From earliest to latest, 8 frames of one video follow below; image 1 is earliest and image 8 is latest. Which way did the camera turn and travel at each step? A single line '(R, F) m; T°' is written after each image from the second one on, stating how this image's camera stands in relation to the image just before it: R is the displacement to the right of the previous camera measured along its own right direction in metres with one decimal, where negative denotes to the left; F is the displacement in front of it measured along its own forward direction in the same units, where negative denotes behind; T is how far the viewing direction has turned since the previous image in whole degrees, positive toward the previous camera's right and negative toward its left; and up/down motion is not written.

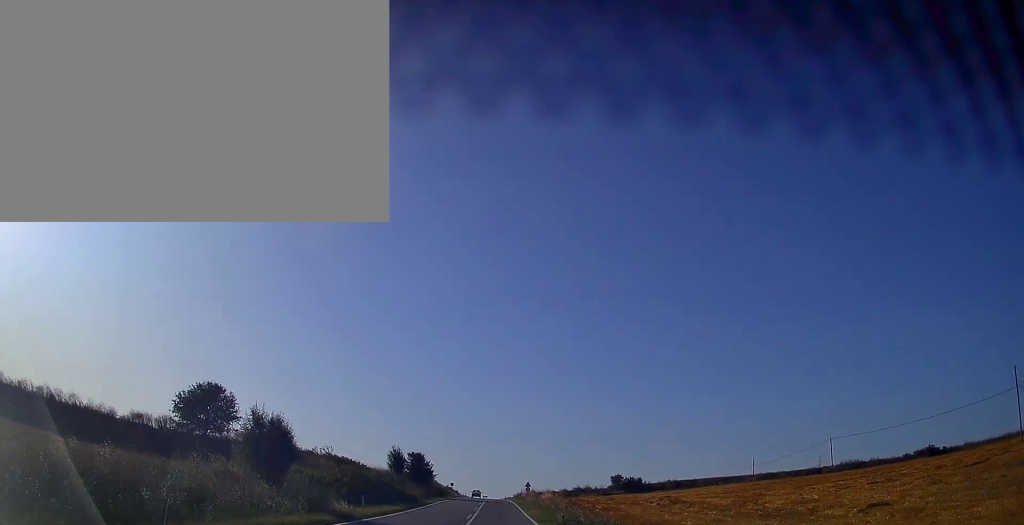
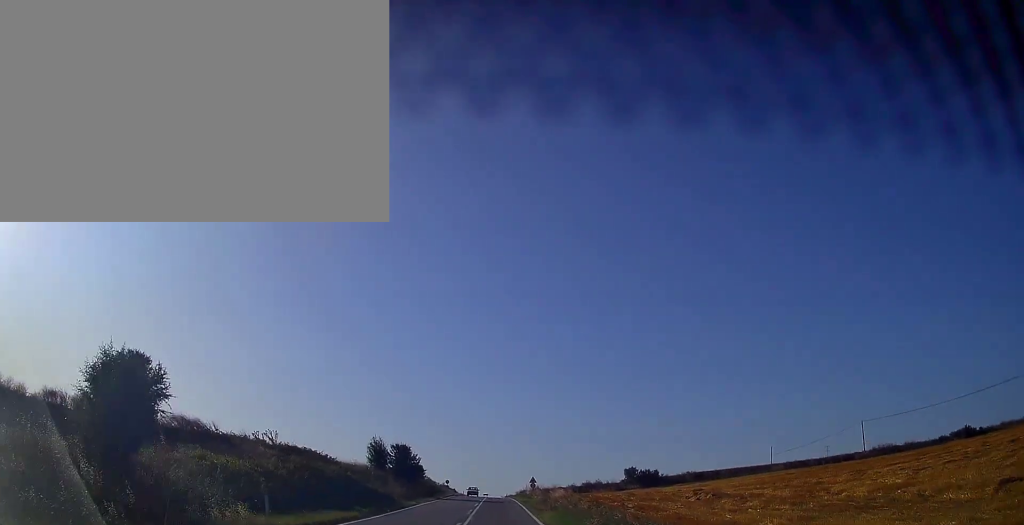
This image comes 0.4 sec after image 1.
(0.0, +10.9) m; 0°
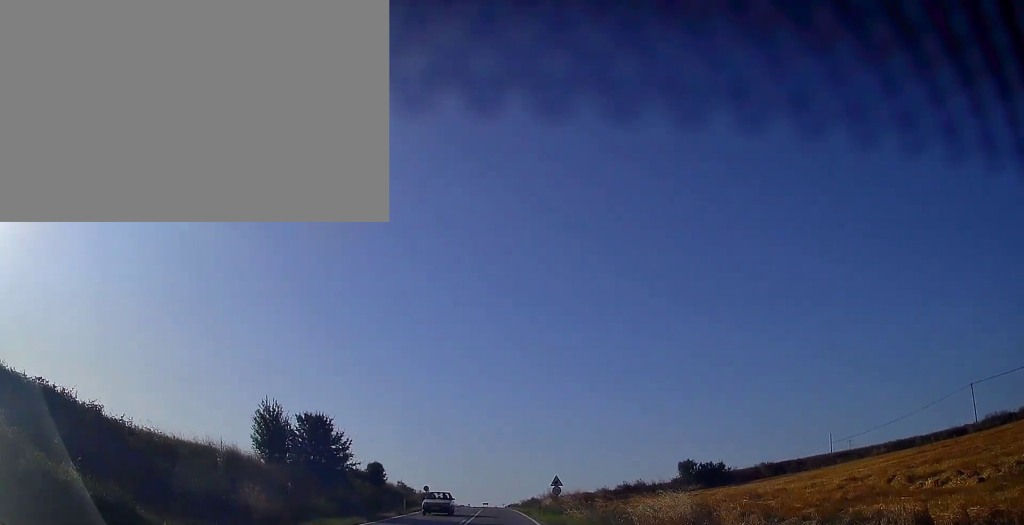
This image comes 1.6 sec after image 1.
(0.0, +28.0) m; 0°
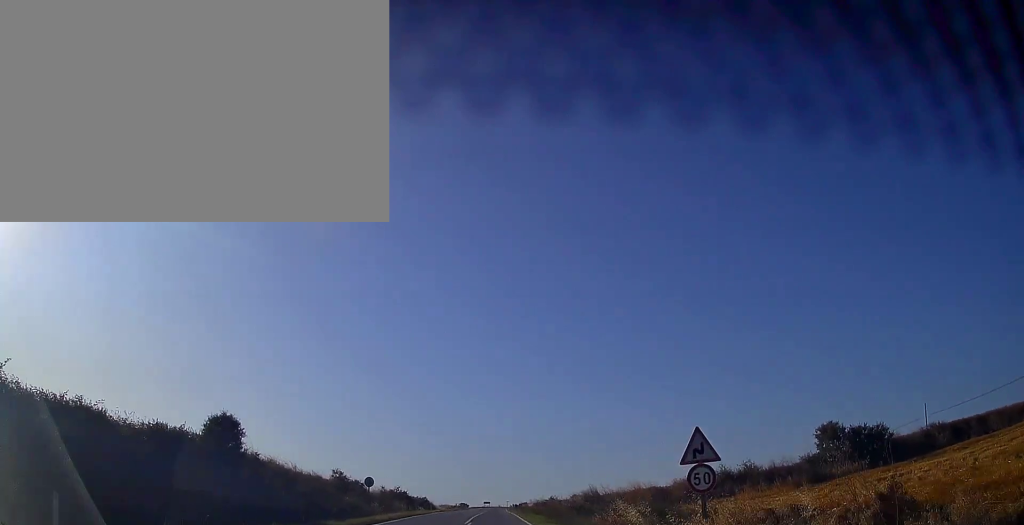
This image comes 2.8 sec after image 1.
(-0.2, +29.8) m; -1°
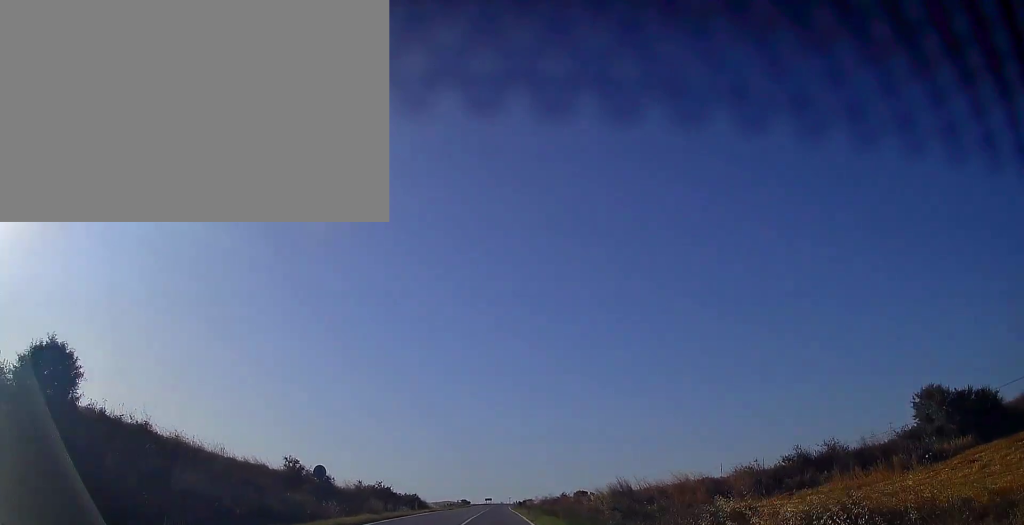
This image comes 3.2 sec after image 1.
(-0.1, +10.4) m; 0°
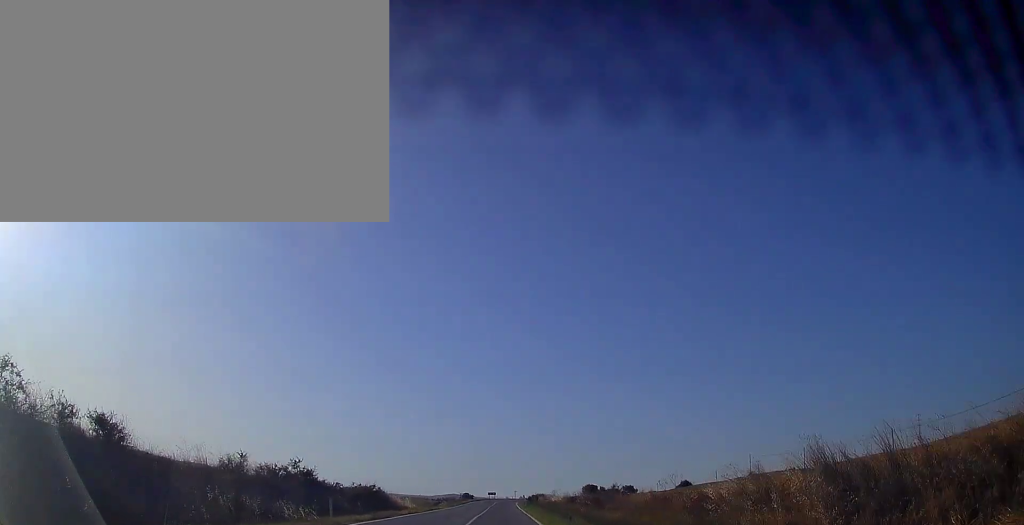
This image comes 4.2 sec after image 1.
(+0.1, +22.9) m; 0°
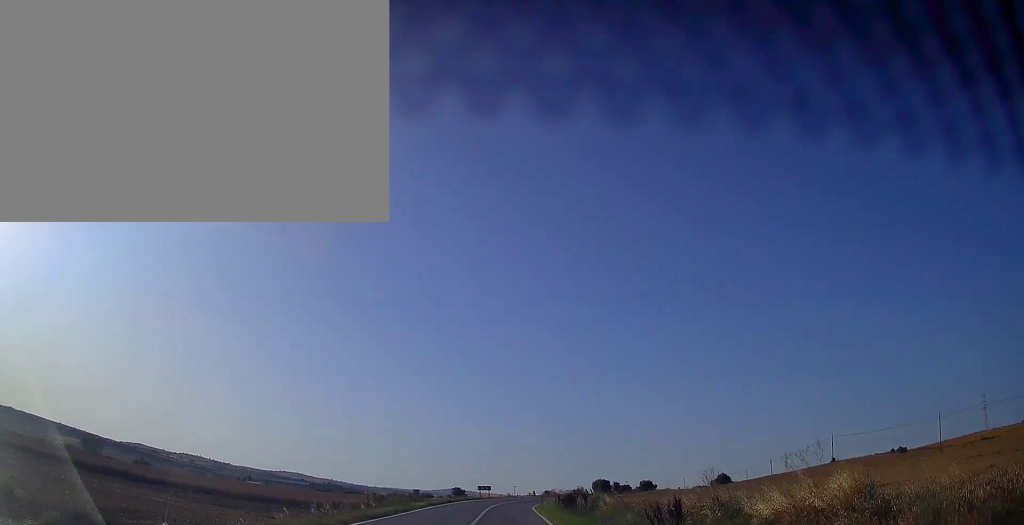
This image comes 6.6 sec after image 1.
(-0.1, +56.1) m; 0°
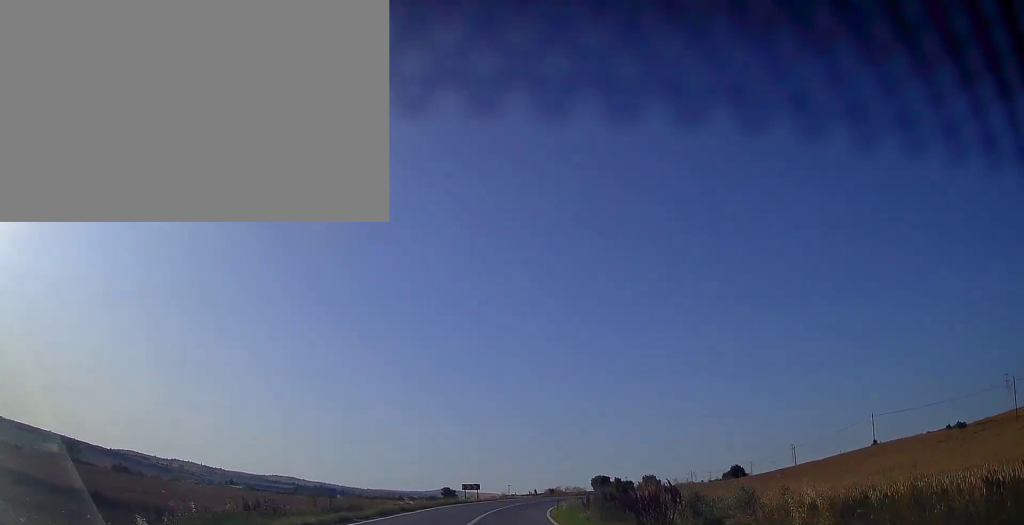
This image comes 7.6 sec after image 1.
(-0.1, +22.3) m; 0°
